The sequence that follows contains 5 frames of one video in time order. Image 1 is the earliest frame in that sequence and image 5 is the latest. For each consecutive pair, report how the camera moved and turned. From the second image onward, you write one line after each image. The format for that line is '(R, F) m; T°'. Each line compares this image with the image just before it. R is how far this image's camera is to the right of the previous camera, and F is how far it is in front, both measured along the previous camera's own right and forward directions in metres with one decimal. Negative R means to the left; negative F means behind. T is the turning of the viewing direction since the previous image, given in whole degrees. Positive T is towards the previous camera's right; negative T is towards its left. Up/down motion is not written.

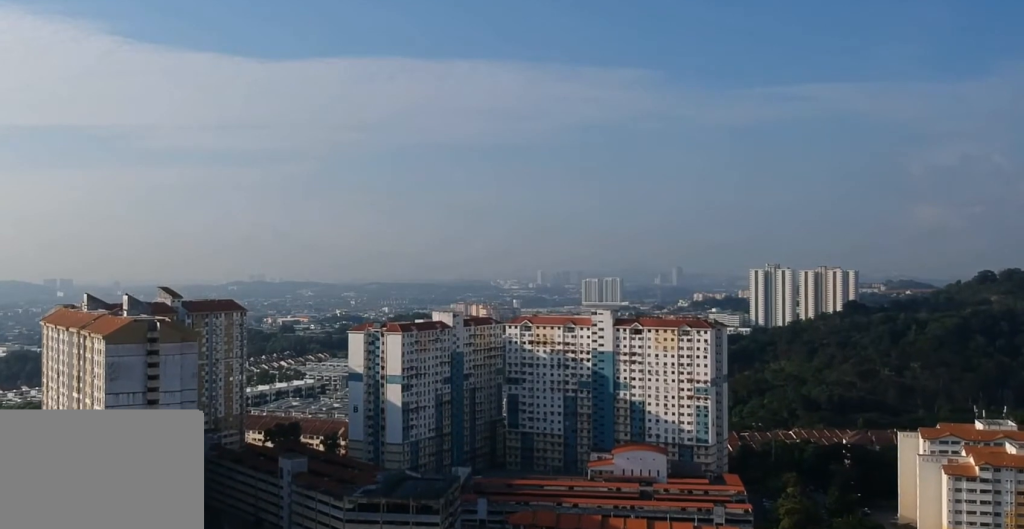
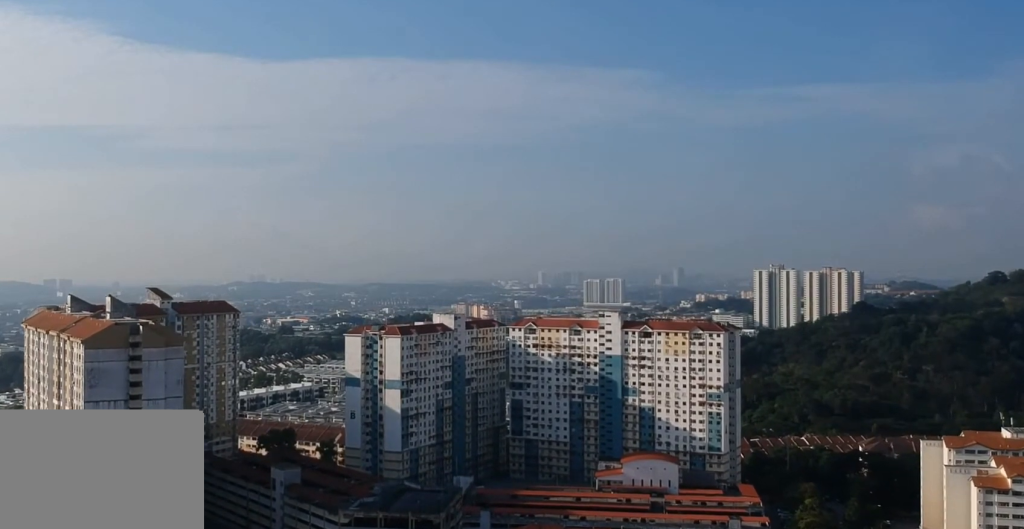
(-0.1, +16.8) m; 0°
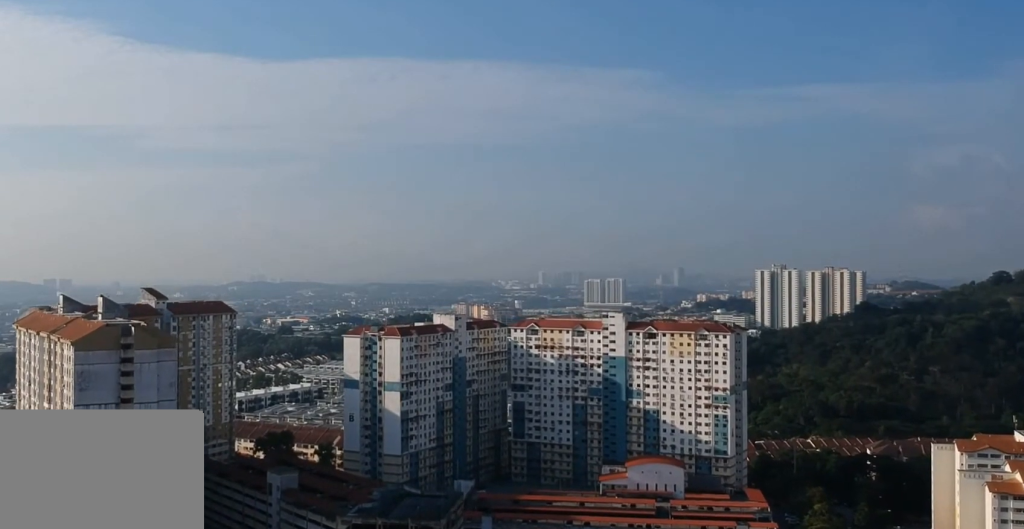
(0.0, +7.3) m; 0°
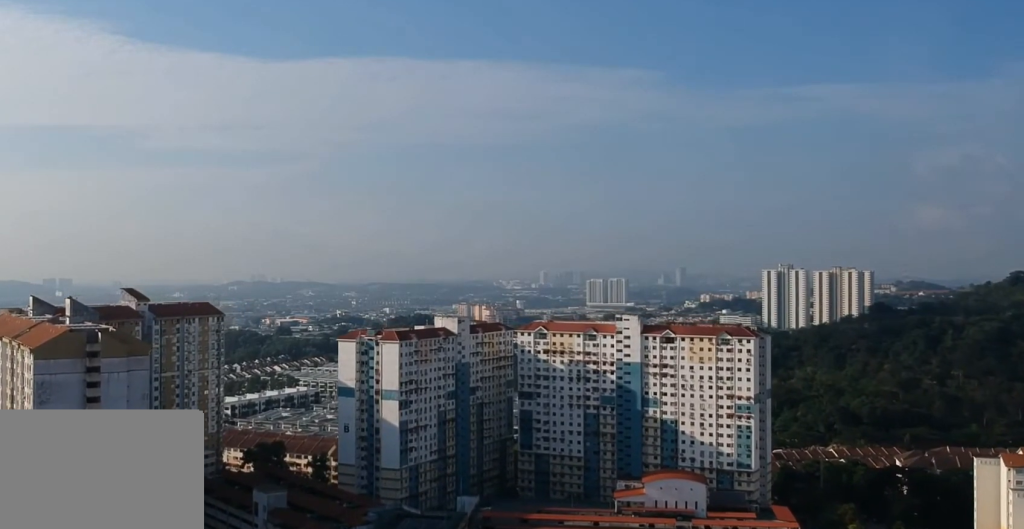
(0.0, +25.9) m; 0°
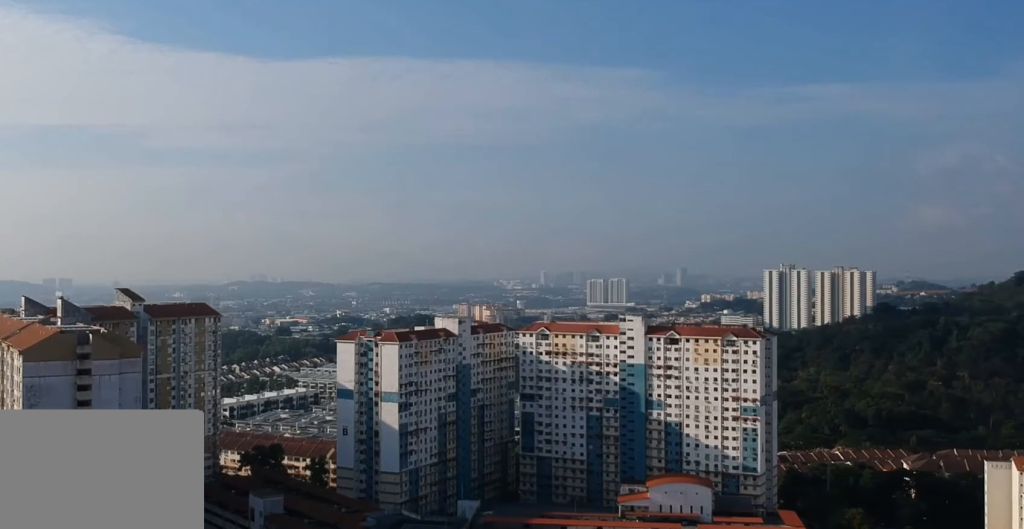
(0.0, +6.2) m; 0°
